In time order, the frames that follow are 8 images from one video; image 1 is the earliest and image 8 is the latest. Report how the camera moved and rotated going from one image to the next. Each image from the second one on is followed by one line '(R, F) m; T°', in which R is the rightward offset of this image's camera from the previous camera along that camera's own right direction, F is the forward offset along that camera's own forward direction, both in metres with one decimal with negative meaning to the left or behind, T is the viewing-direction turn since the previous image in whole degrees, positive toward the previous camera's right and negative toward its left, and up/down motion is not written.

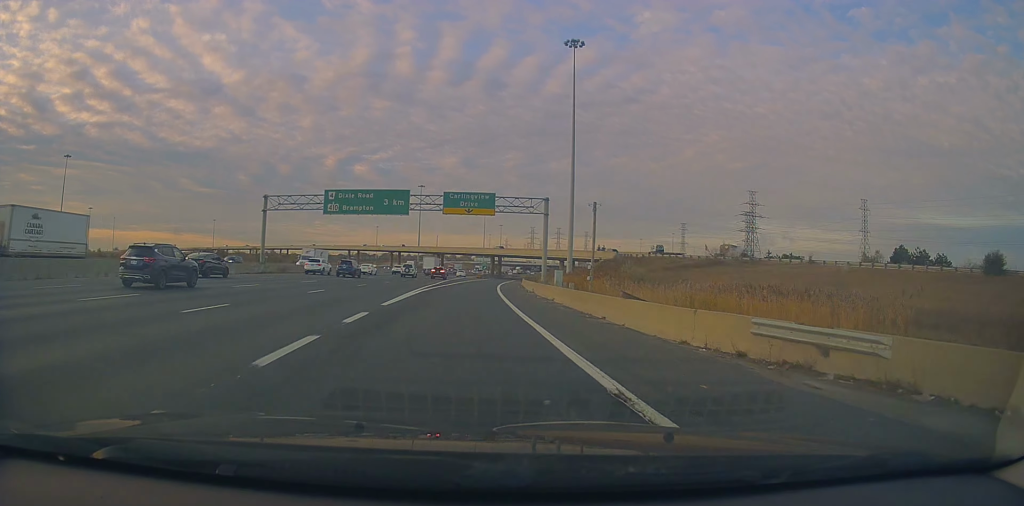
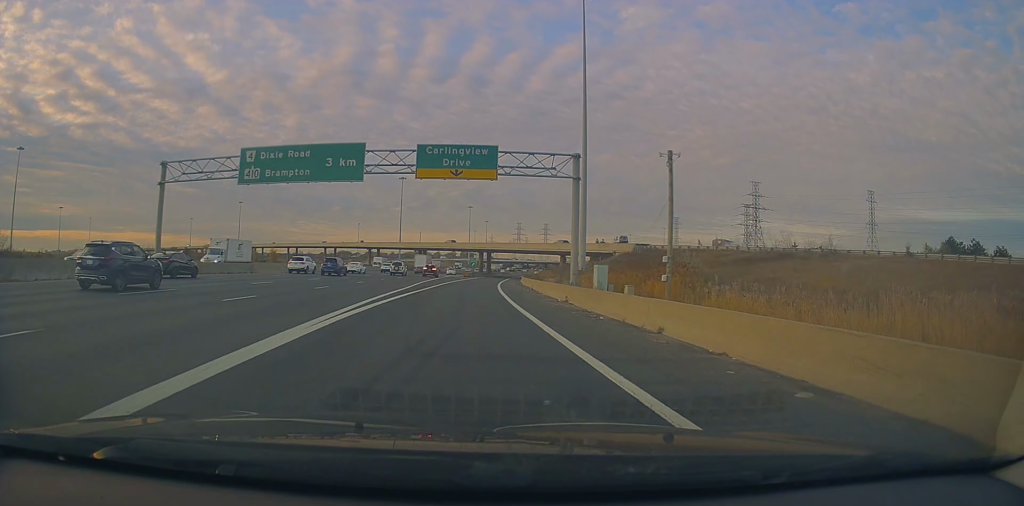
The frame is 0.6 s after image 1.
(+0.2, +19.4) m; +2°
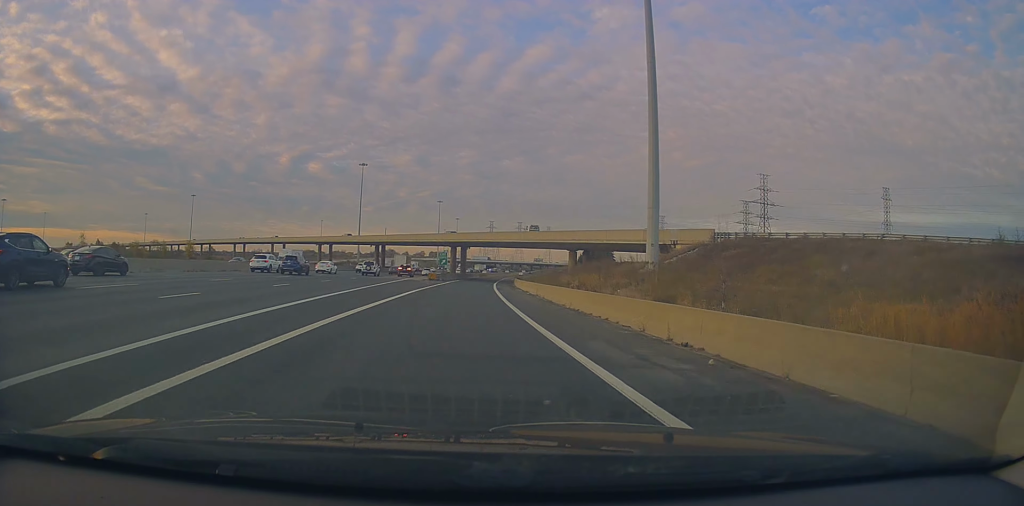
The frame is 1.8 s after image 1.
(+1.2, +35.2) m; +4°
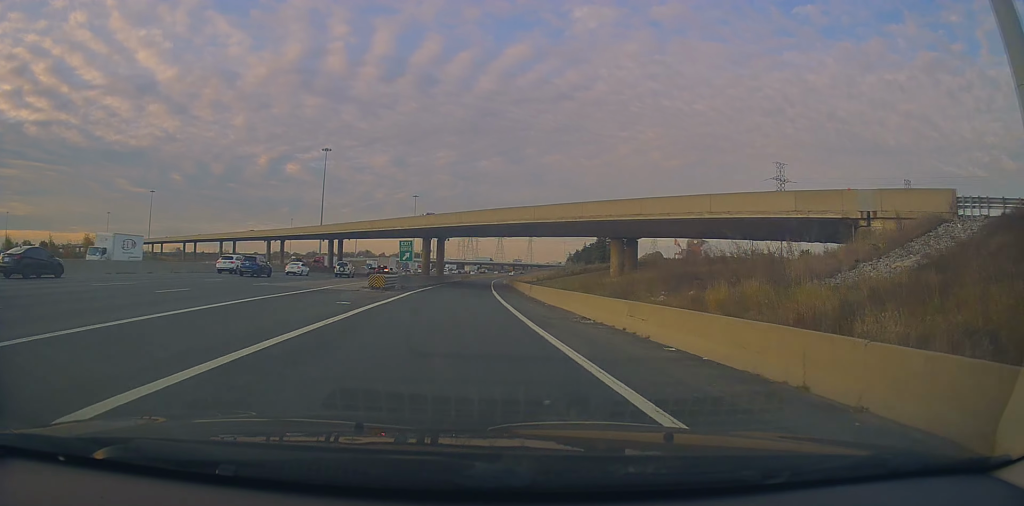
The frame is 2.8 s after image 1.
(+0.8, +31.0) m; +2°
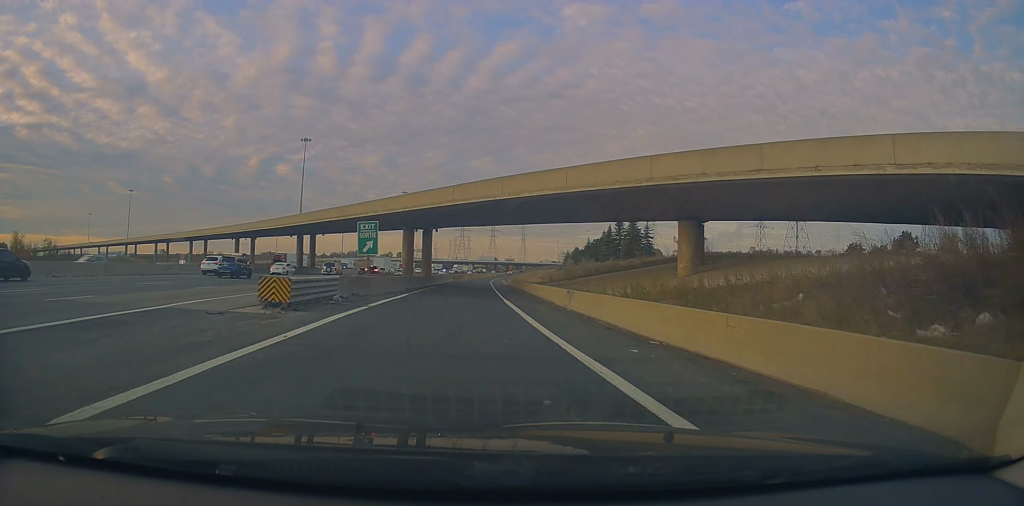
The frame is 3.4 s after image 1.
(-0.1, +17.0) m; 0°
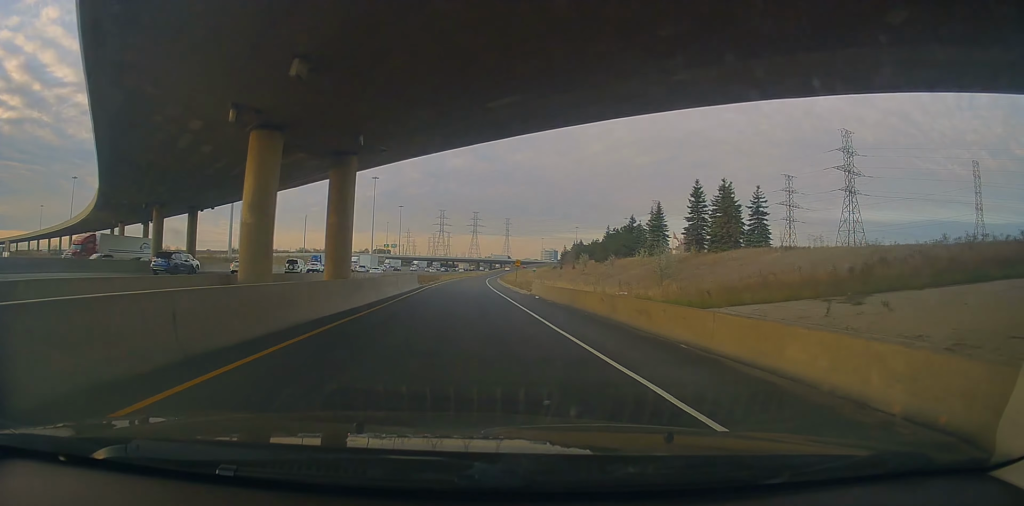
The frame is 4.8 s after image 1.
(+0.7, +43.1) m; +2°
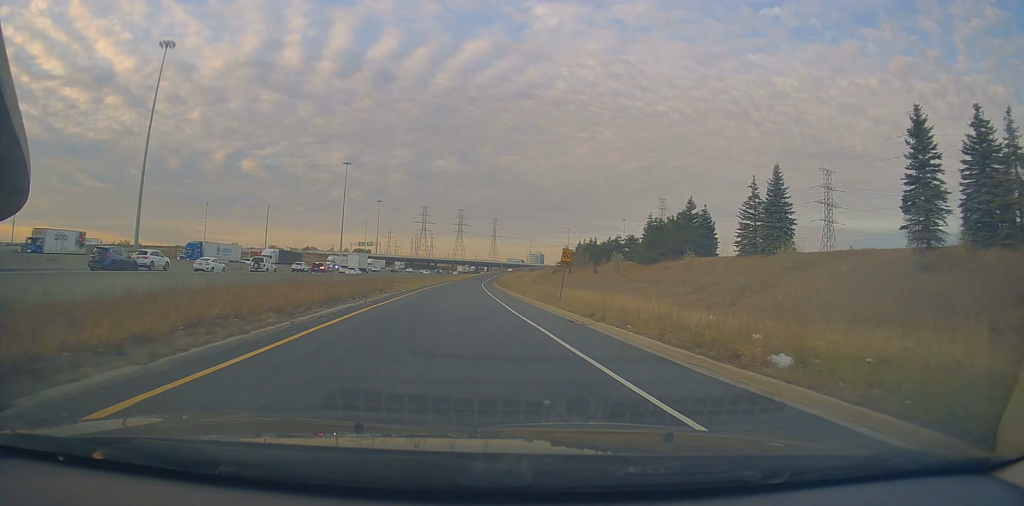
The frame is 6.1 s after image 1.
(+0.8, +38.3) m; +2°
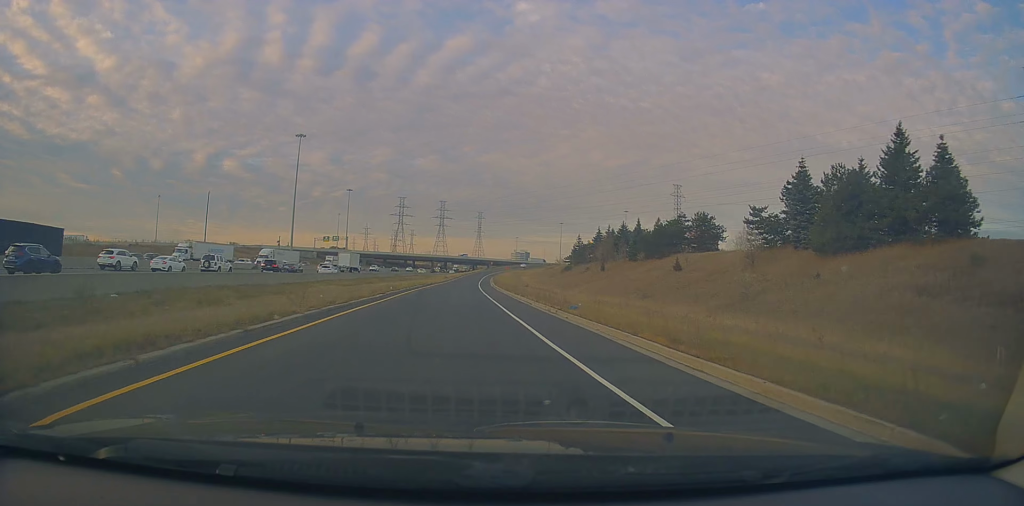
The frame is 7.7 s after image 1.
(+0.7, +49.0) m; +2°
